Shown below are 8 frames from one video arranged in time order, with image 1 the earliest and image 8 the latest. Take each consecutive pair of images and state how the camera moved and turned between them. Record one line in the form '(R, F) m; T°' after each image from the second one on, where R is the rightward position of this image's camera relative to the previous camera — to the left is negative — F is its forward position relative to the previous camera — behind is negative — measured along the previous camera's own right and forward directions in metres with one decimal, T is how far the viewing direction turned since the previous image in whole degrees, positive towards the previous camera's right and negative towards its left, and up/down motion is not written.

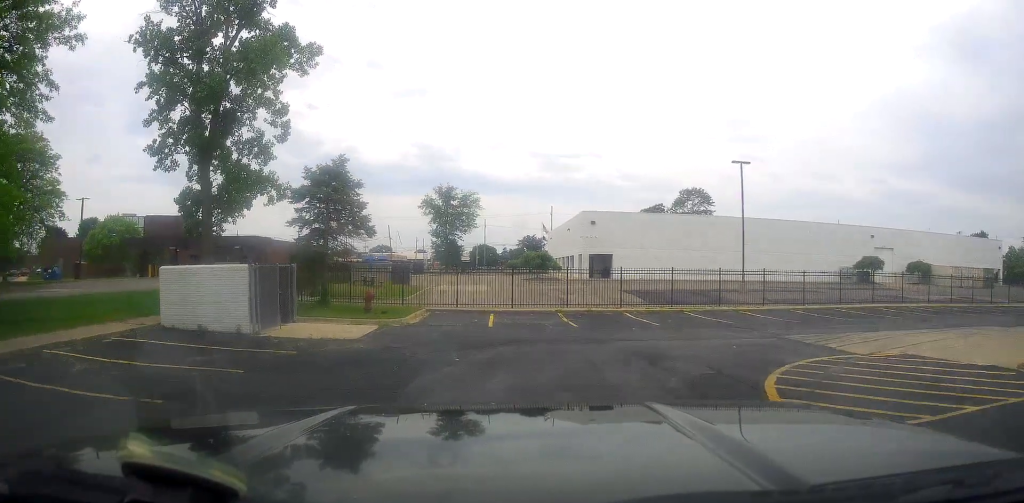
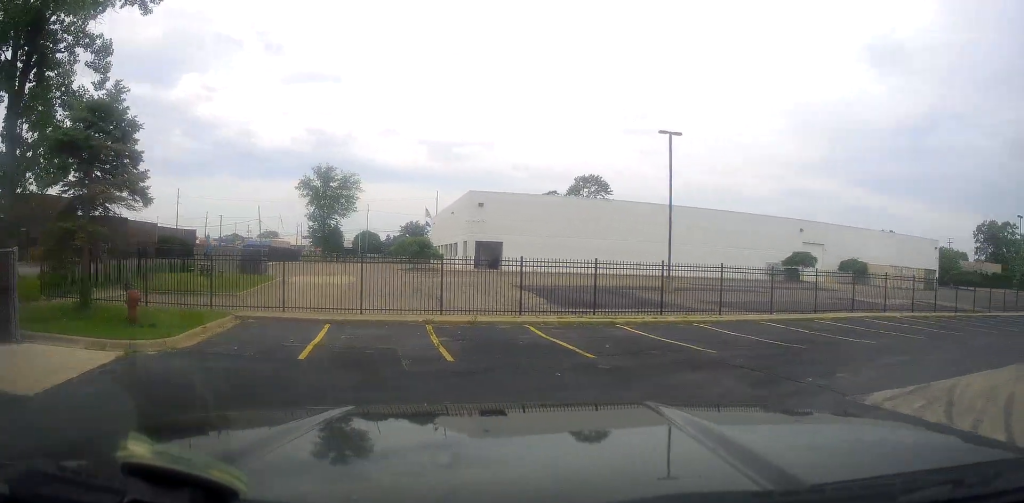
(+1.0, +7.9) m; +14°
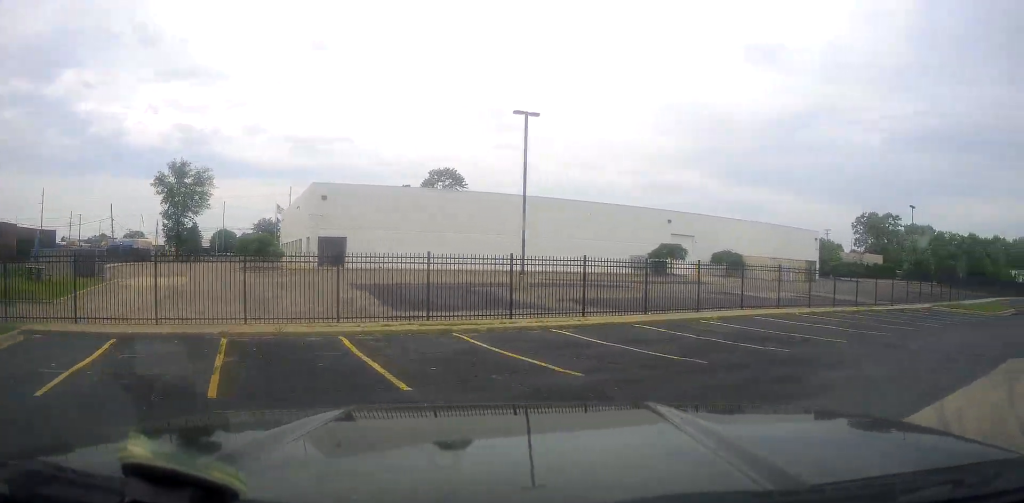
(0.0, +3.2) m; +10°
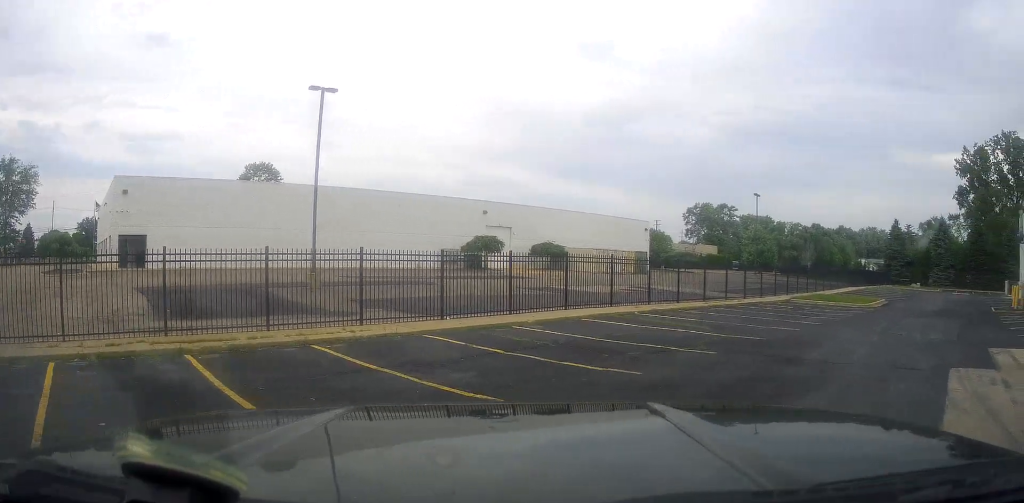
(+0.6, +3.2) m; +25°
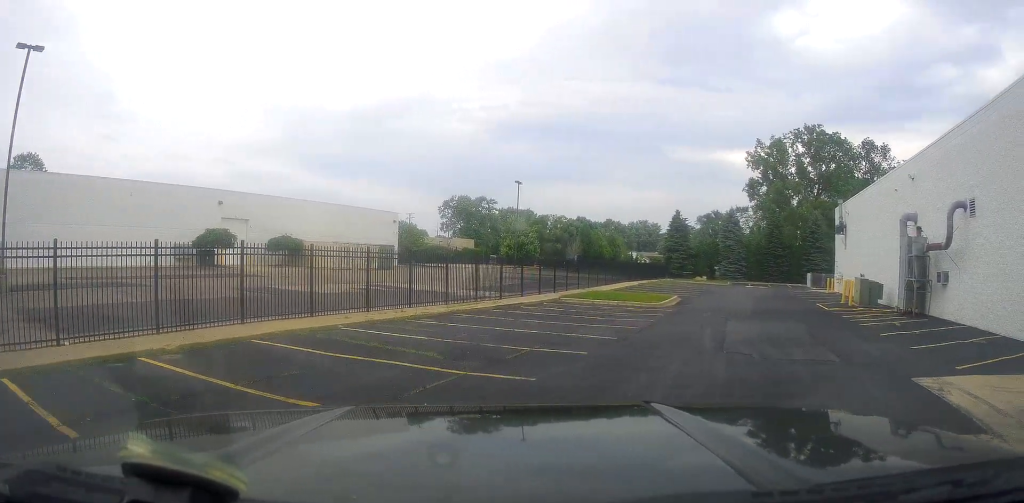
(+1.2, +4.3) m; +22°
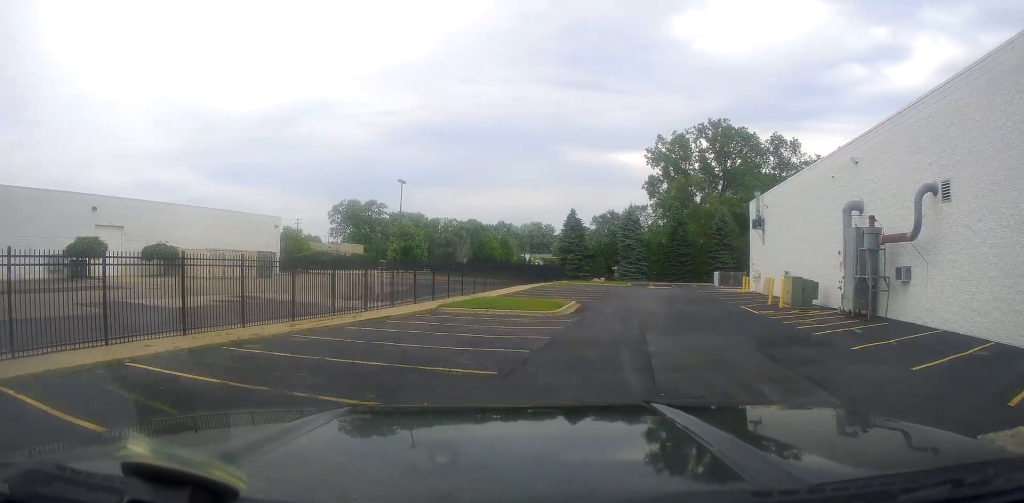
(+0.1, +3.6) m; +1°
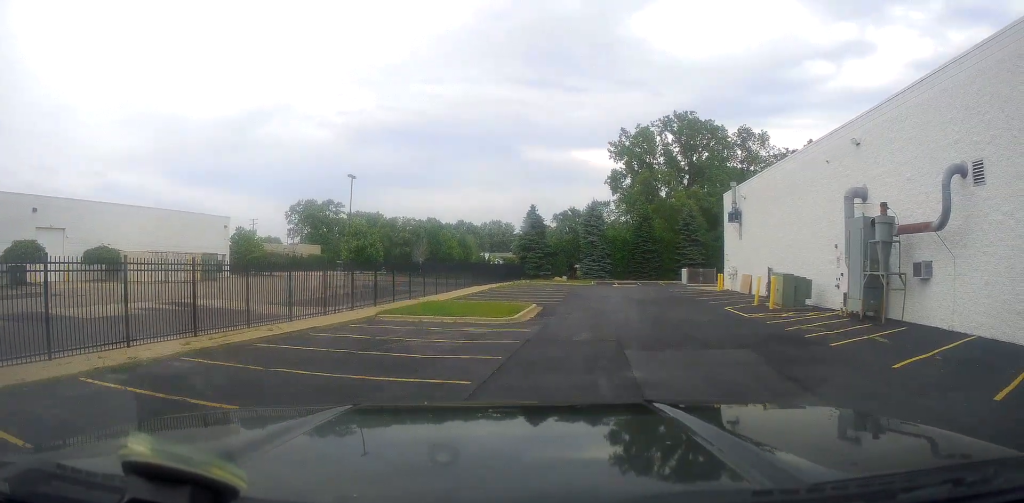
(0.0, +3.0) m; +4°
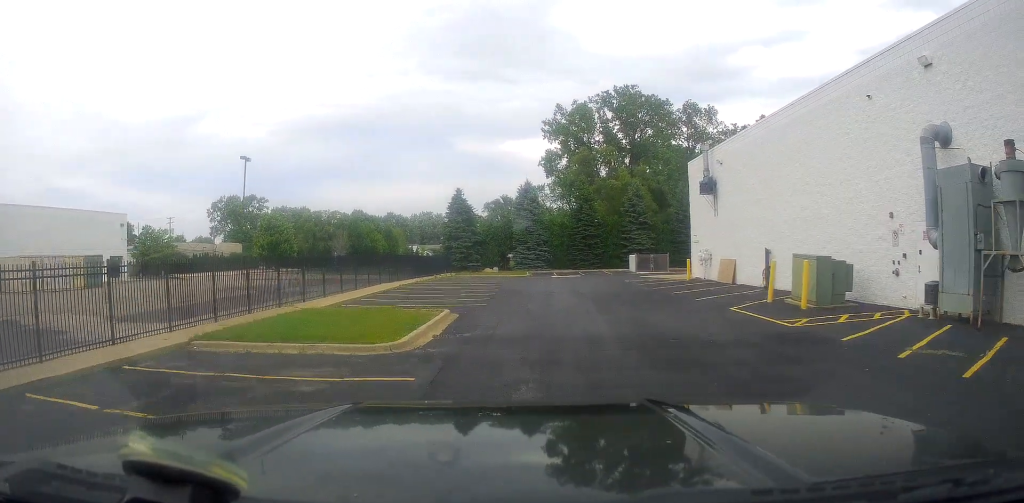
(+0.8, +7.8) m; +10°
